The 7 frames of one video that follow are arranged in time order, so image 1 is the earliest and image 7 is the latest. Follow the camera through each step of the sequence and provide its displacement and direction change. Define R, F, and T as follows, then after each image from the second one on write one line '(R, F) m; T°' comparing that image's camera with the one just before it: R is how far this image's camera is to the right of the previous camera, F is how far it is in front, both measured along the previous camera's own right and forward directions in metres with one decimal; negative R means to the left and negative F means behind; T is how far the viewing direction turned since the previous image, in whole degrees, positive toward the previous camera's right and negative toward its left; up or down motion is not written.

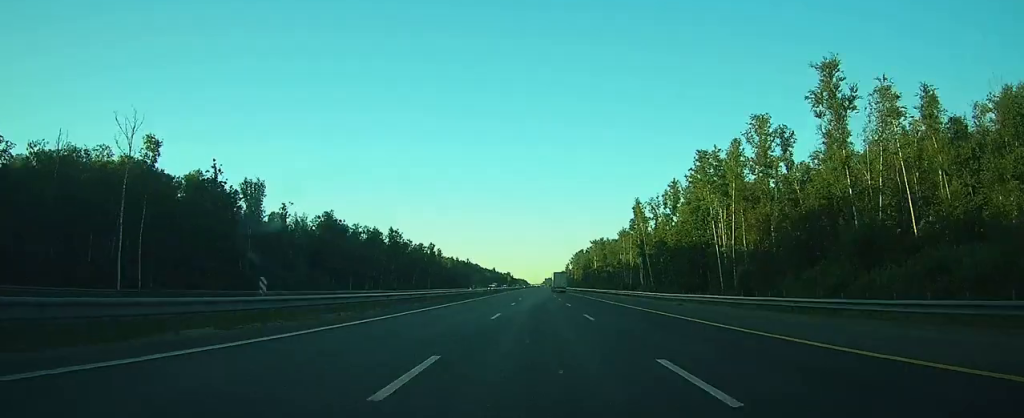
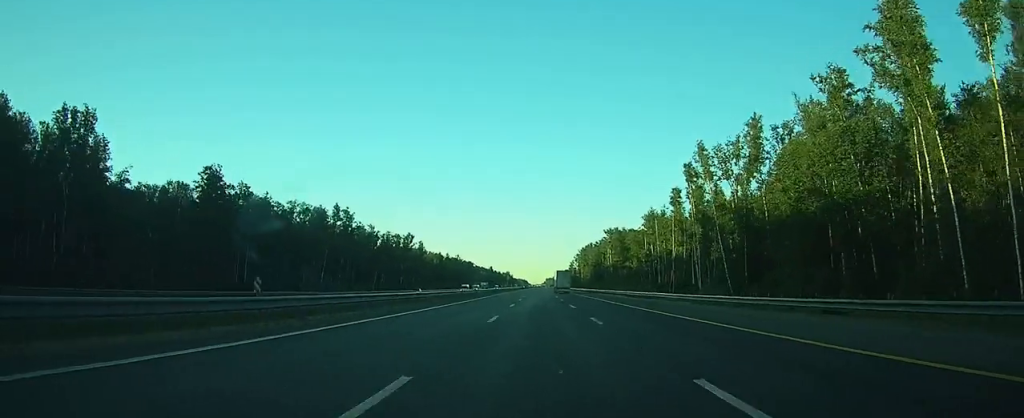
(+0.1, +50.1) m; 0°
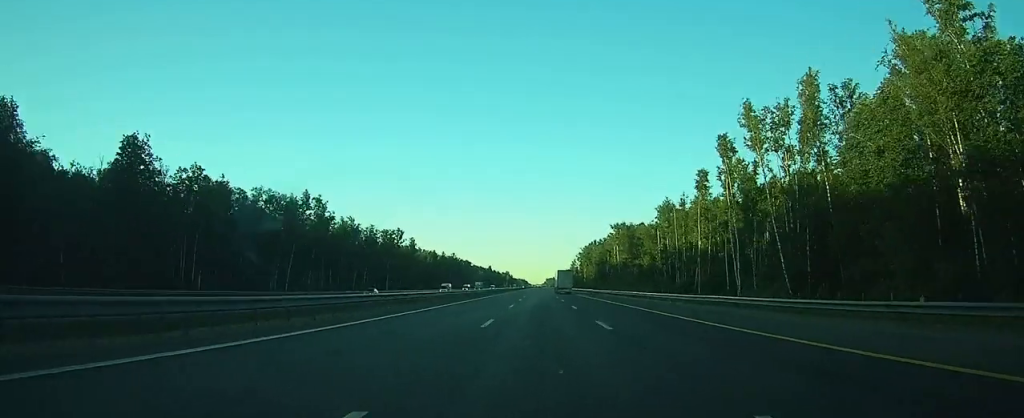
(0.0, +18.1) m; 0°
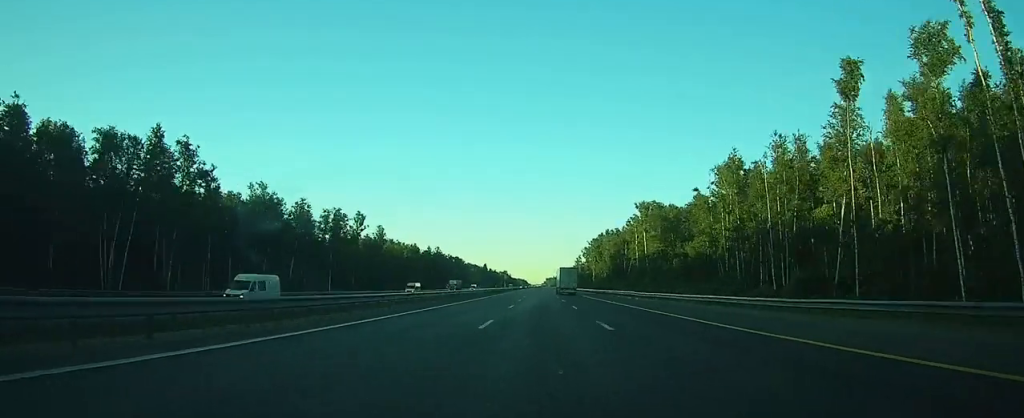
(0.0, +48.1) m; 0°
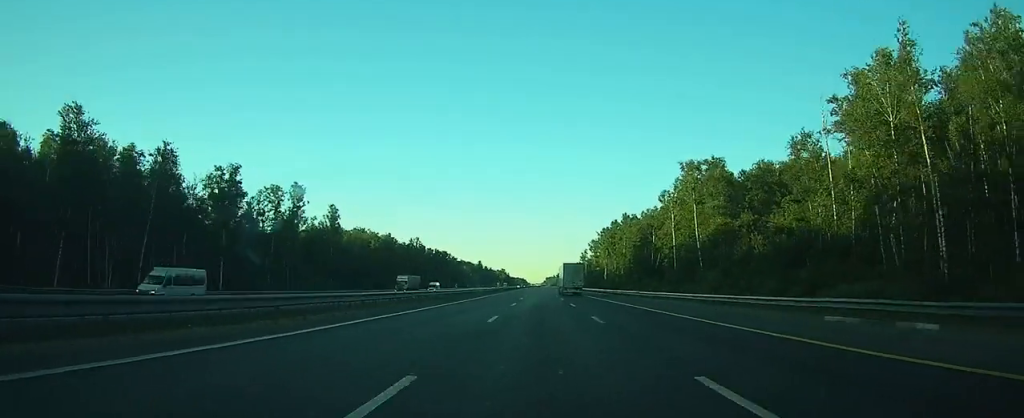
(+0.1, +45.1) m; 0°
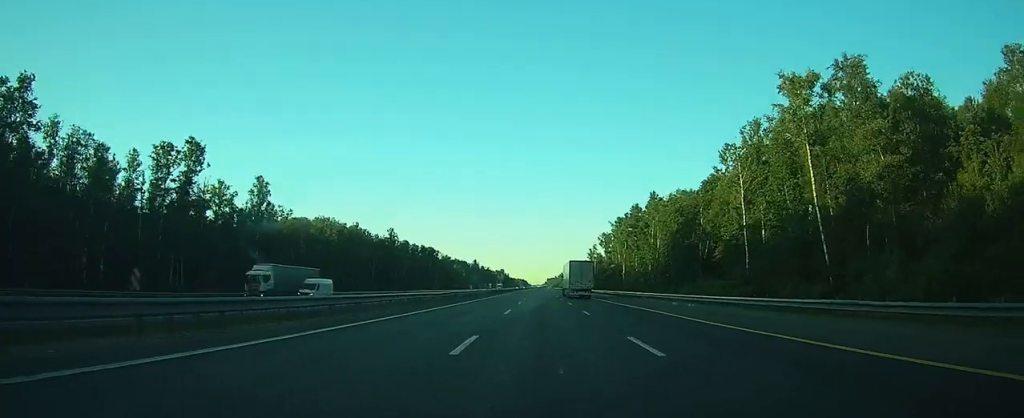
(+0.1, +40.9) m; 0°
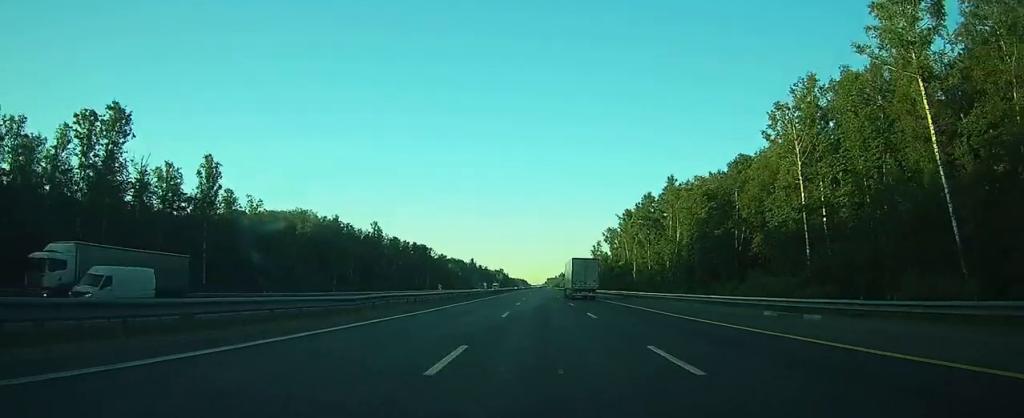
(0.0, +18.4) m; 0°
